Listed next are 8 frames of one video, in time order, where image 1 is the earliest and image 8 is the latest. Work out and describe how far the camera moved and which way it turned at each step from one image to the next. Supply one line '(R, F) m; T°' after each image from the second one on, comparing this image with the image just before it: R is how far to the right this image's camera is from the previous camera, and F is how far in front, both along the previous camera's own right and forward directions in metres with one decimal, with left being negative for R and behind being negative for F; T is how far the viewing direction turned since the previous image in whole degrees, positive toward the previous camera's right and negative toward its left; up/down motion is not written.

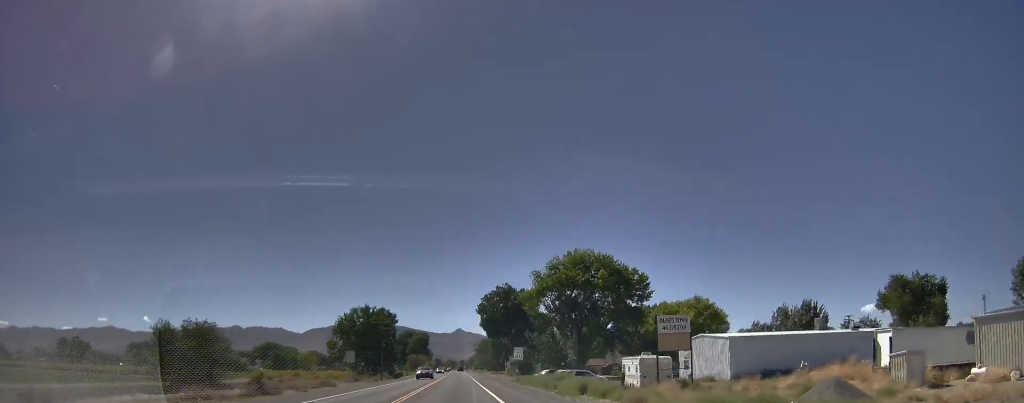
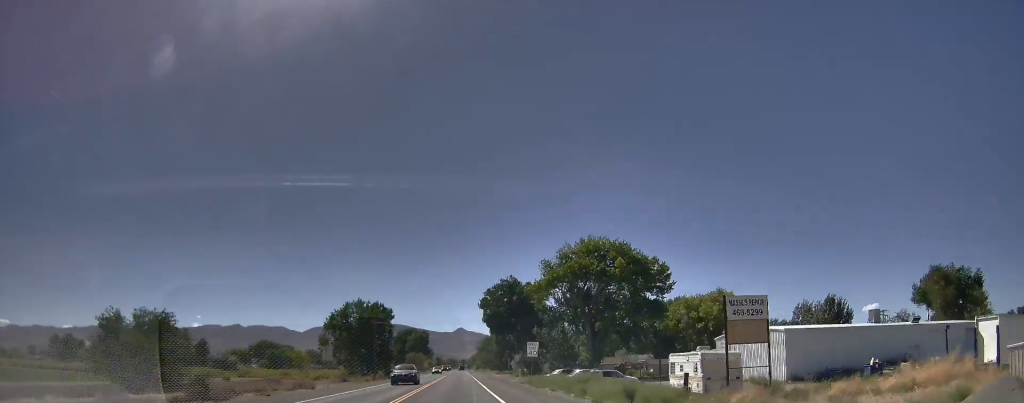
(0.0, +11.5) m; 0°
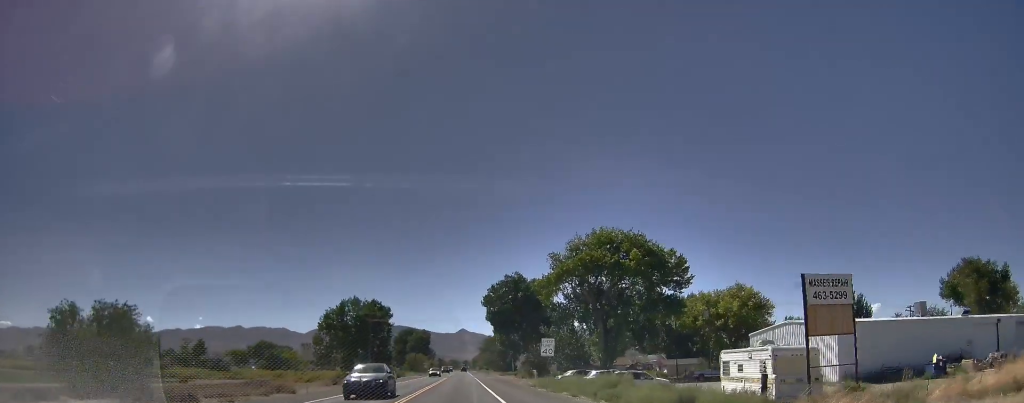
(0.0, +7.8) m; 0°
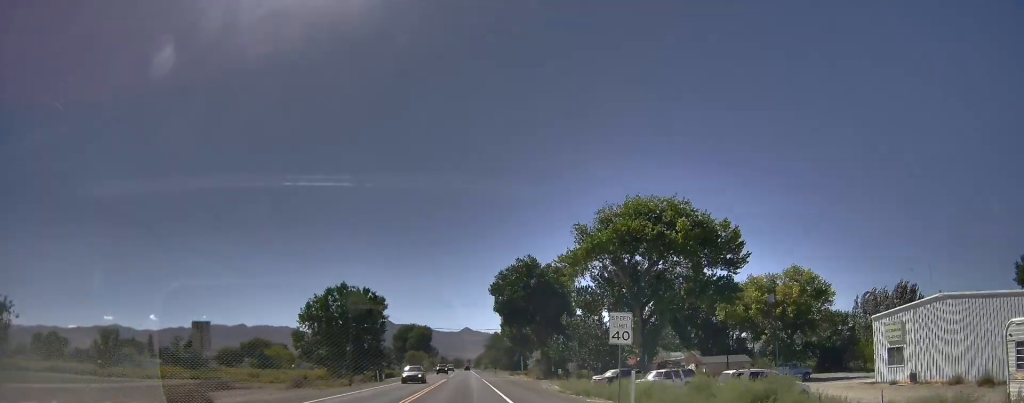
(0.0, +18.9) m; 0°
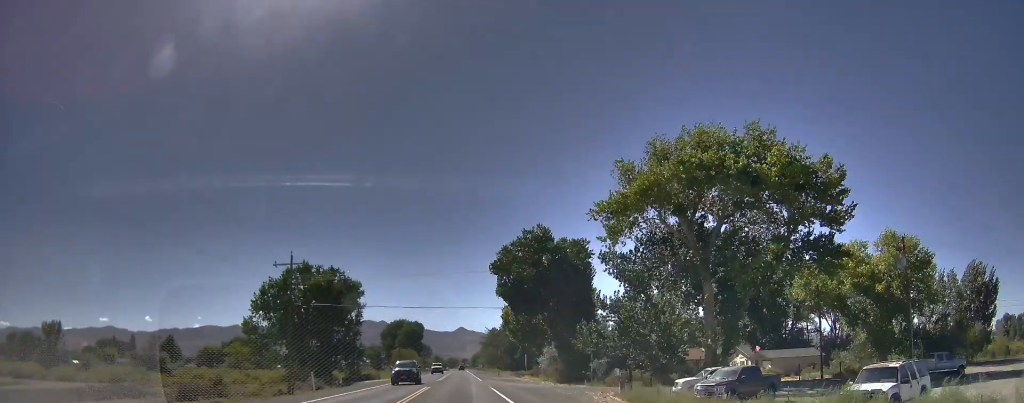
(0.0, +25.4) m; 0°
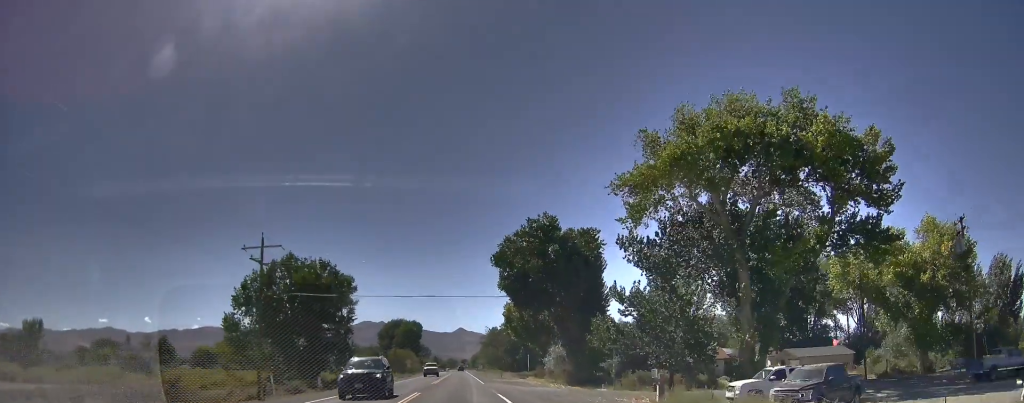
(0.0, +7.8) m; 0°
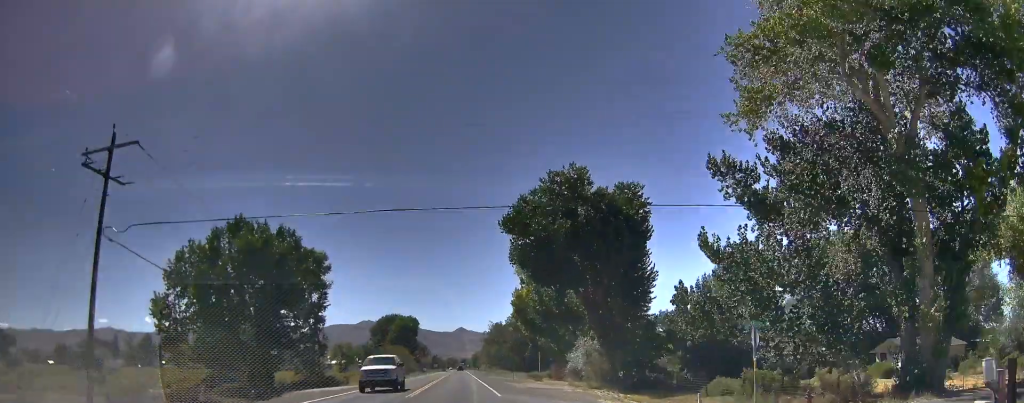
(0.0, +21.8) m; 0°
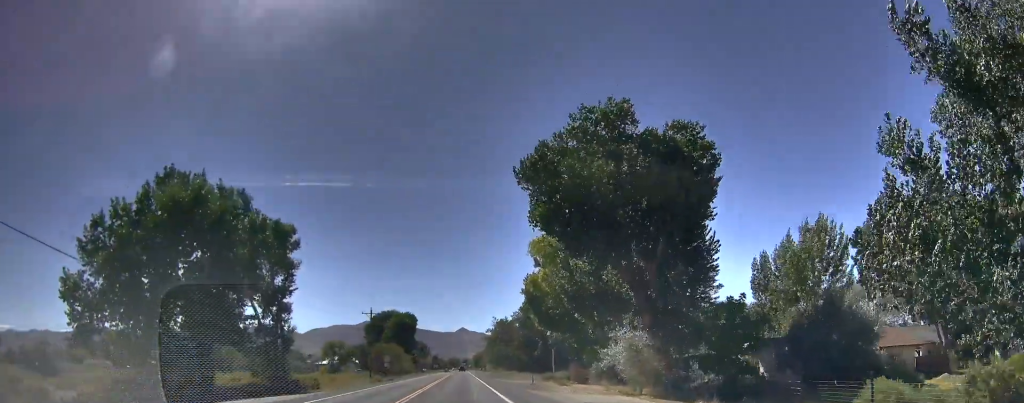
(0.0, +17.5) m; 0°
